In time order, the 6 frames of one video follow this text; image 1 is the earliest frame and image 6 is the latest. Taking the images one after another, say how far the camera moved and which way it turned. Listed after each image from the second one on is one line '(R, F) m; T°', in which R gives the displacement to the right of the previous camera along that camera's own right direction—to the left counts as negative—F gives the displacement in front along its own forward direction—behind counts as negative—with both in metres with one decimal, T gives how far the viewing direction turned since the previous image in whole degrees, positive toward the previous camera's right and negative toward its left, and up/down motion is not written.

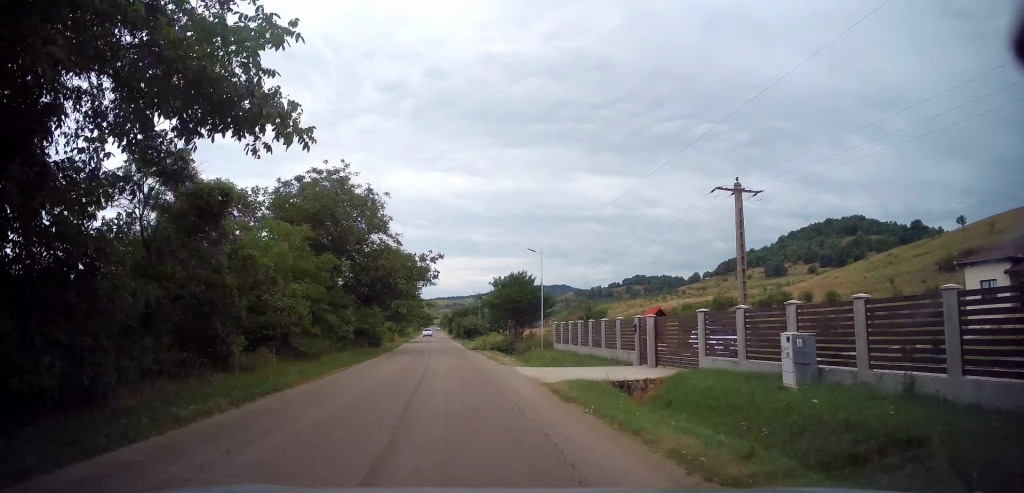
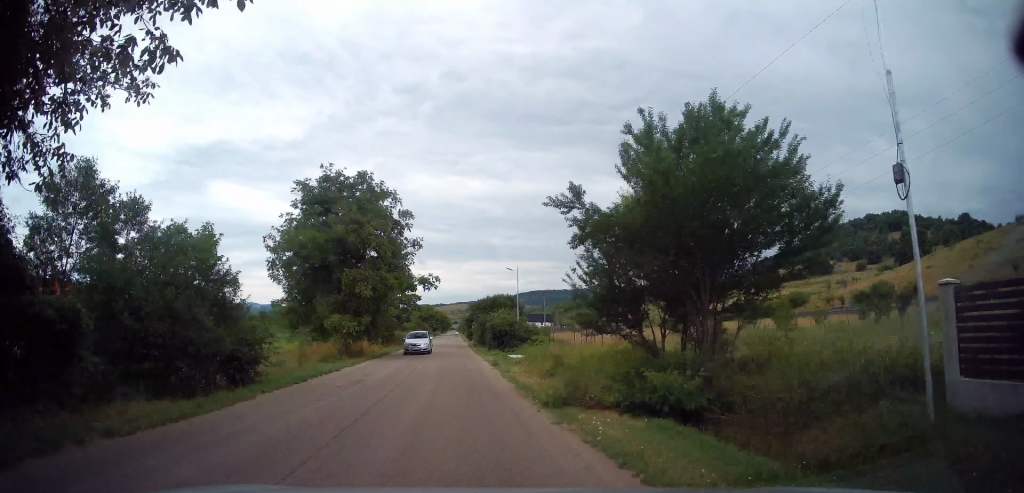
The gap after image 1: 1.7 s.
(+0.1, +32.2) m; -2°
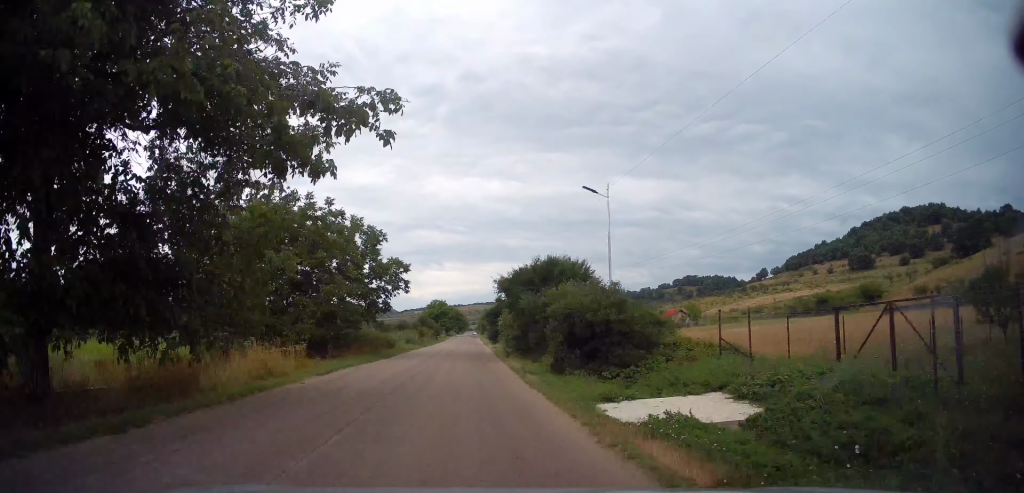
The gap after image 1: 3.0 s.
(-0.8, +30.4) m; -2°
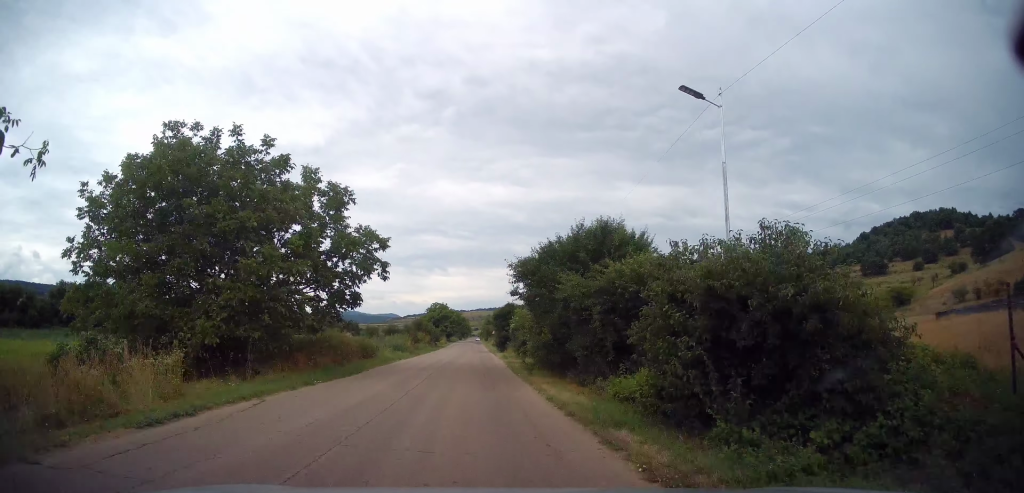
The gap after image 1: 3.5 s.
(0.0, +11.3) m; 0°
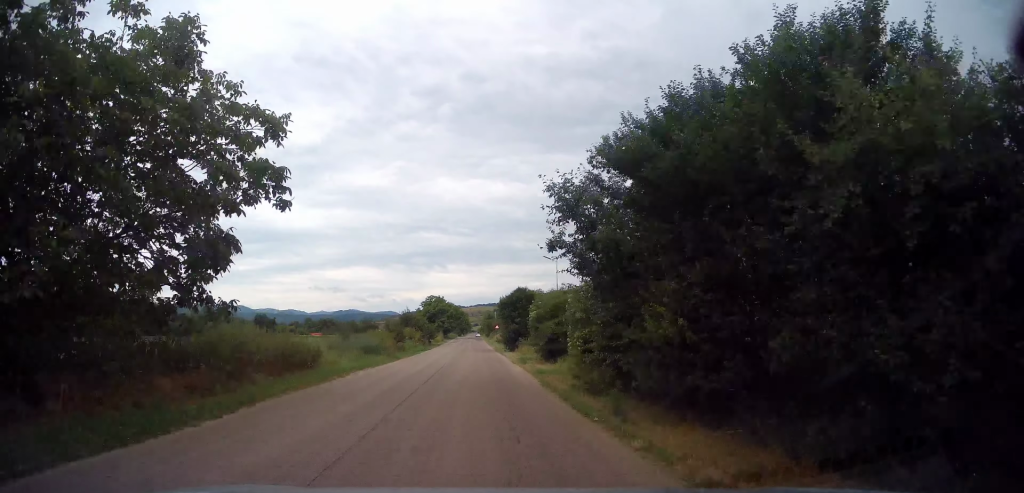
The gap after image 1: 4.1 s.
(-0.1, +13.6) m; 0°
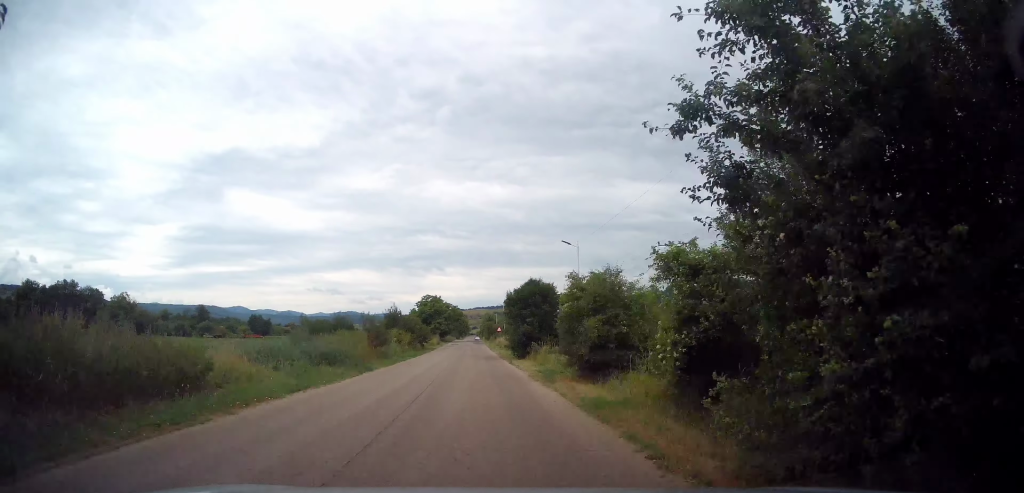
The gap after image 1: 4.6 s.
(0.0, +8.9) m; 0°
